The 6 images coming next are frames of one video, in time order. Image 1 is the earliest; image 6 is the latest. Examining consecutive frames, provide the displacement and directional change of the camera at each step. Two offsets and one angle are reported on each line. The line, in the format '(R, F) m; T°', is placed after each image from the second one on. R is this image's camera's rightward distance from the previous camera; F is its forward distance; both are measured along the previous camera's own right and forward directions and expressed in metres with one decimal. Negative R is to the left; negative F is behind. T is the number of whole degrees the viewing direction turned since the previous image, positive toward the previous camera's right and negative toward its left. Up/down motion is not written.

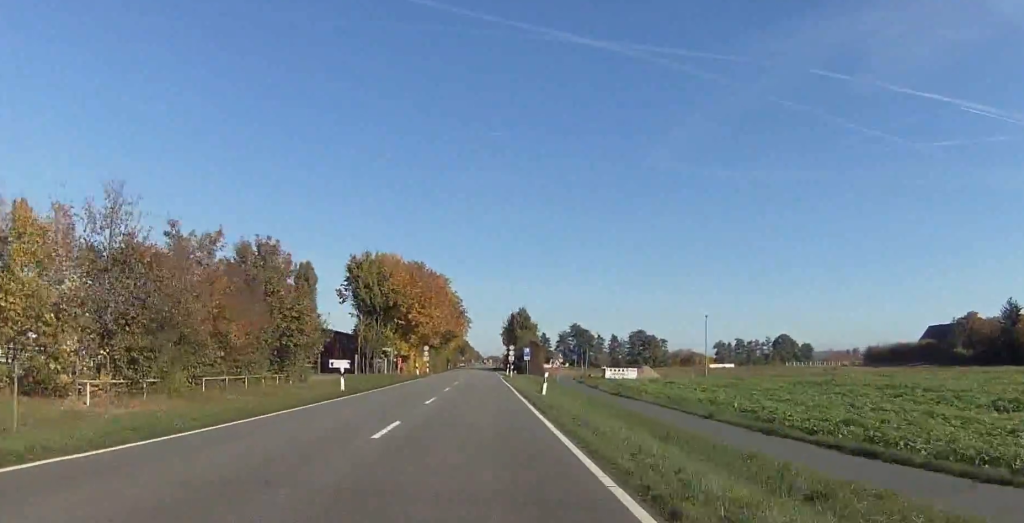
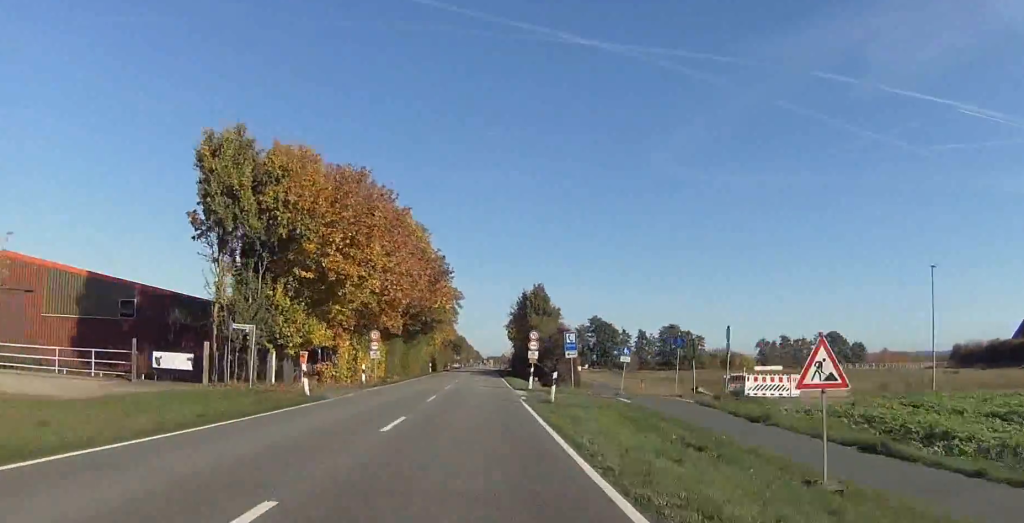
(-0.2, +48.3) m; -1°
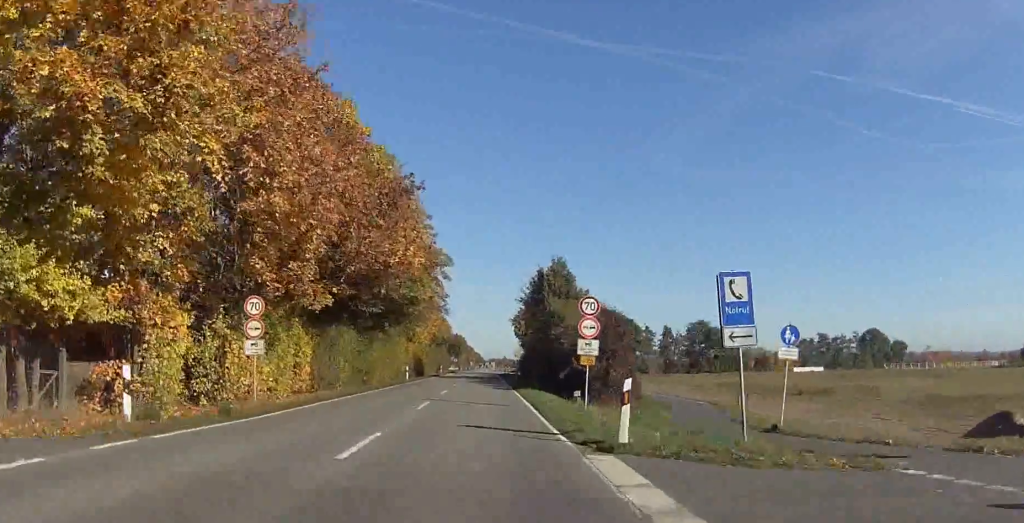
(0.0, +29.3) m; 0°
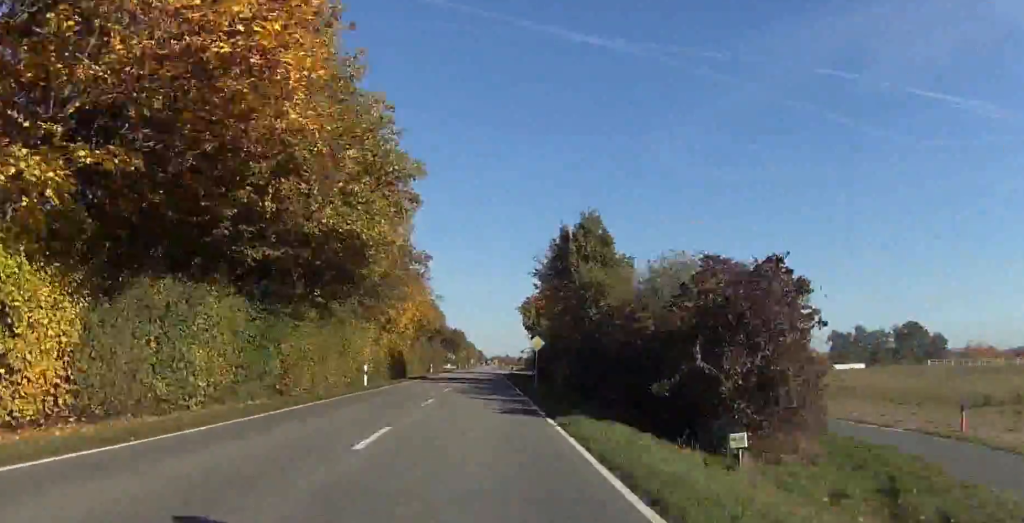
(0.0, +23.6) m; 0°
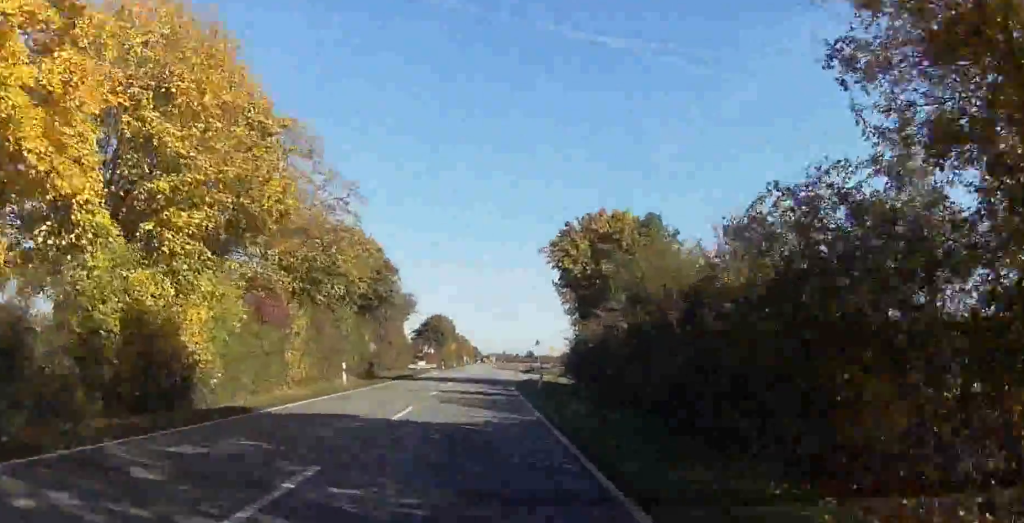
(+0.3, +54.6) m; +1°
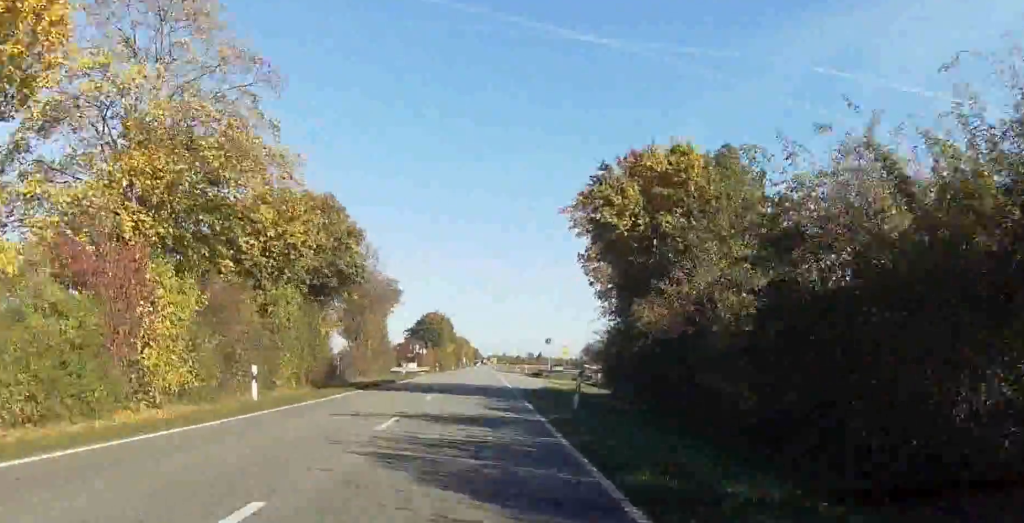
(0.0, +14.7) m; 0°
